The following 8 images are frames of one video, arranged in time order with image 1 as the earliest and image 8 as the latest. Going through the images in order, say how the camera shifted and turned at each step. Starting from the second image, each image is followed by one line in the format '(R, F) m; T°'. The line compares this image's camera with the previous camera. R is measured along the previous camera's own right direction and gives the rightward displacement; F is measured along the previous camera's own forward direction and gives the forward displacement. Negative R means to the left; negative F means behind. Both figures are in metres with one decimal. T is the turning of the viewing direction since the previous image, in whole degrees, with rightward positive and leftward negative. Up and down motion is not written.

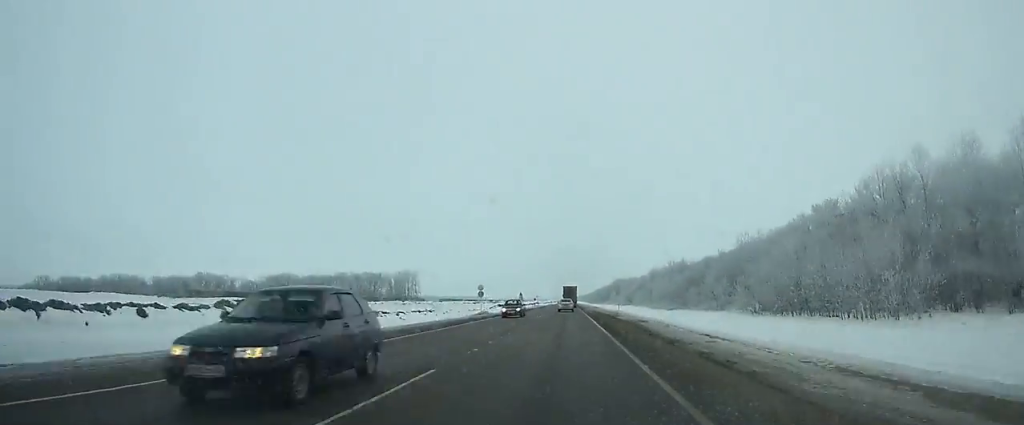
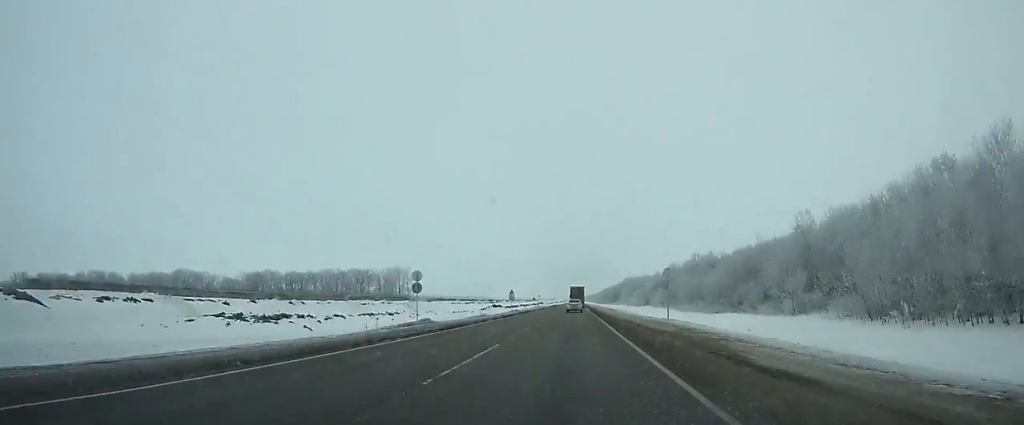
(+1.4, +28.6) m; -3°
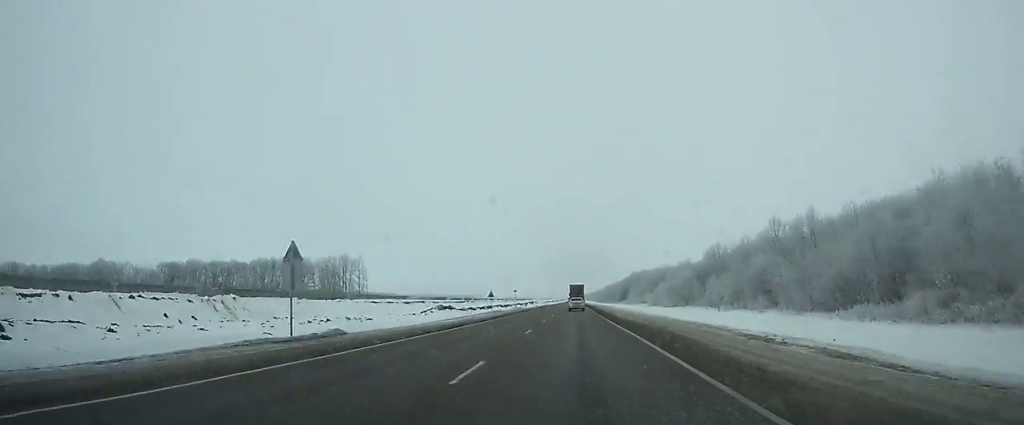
(-5.1, +70.5) m; +6°
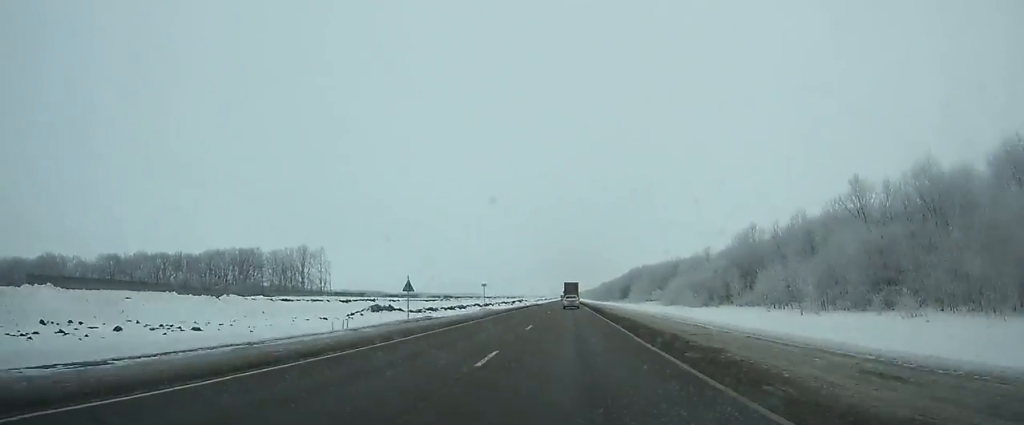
(+6.6, +34.4) m; +3°
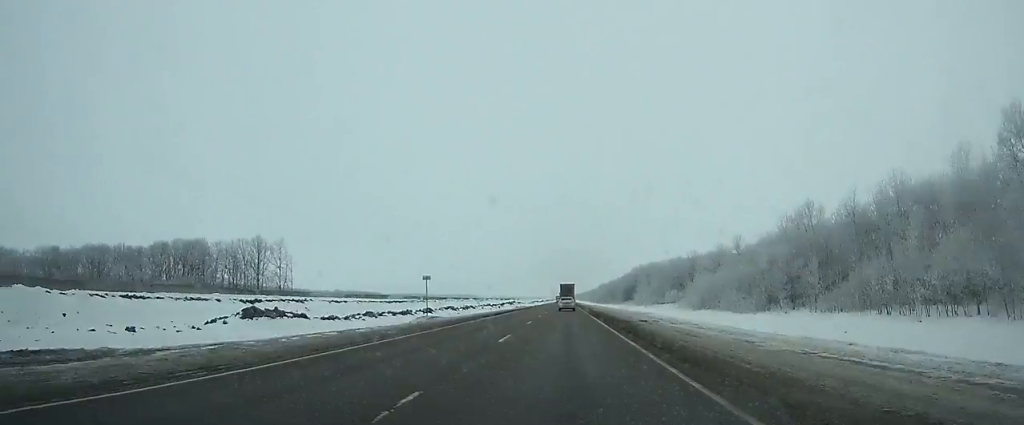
(+3.9, +30.1) m; +2°
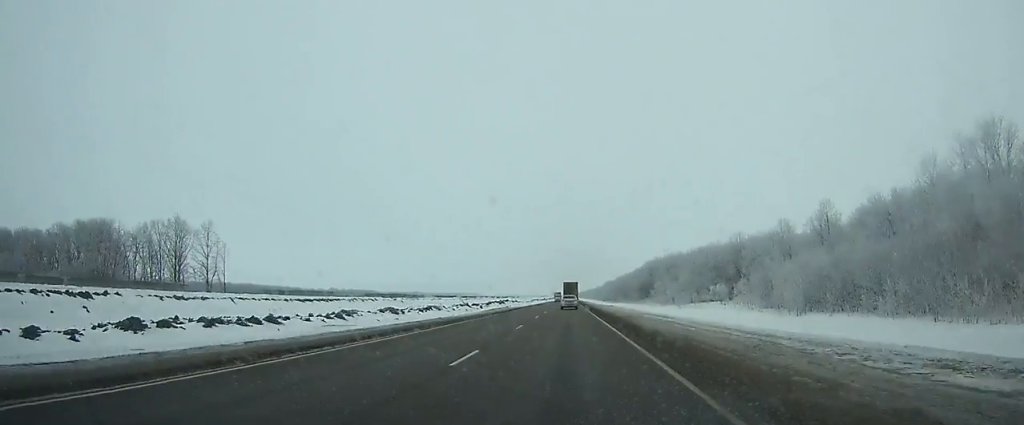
(-3.9, +44.5) m; -3°
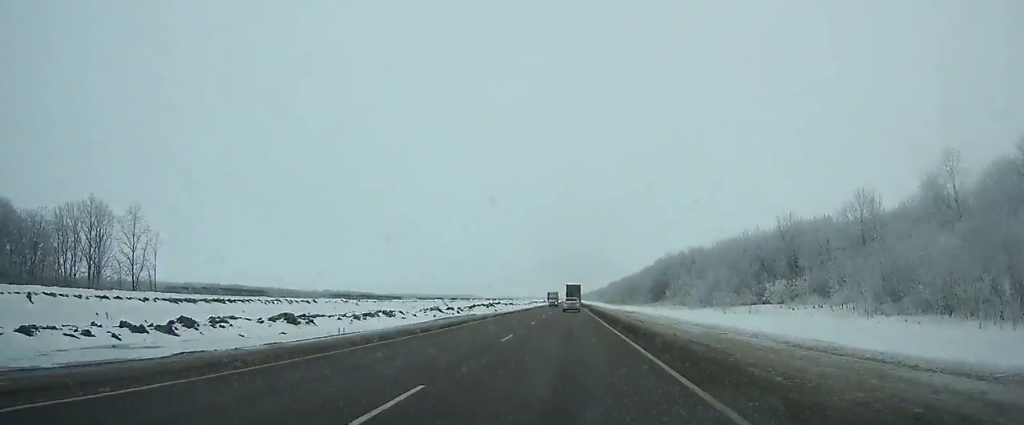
(-0.9, +30.5) m; -2°
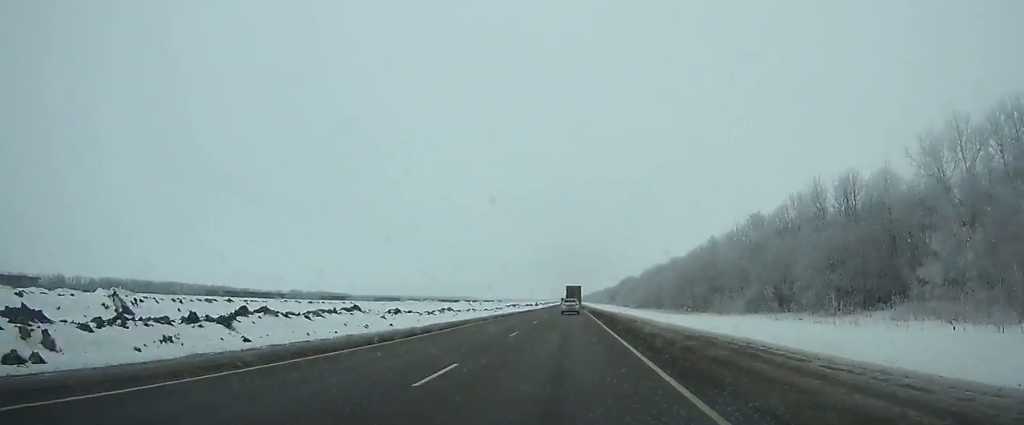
(-0.9, +134.2) m; 0°
